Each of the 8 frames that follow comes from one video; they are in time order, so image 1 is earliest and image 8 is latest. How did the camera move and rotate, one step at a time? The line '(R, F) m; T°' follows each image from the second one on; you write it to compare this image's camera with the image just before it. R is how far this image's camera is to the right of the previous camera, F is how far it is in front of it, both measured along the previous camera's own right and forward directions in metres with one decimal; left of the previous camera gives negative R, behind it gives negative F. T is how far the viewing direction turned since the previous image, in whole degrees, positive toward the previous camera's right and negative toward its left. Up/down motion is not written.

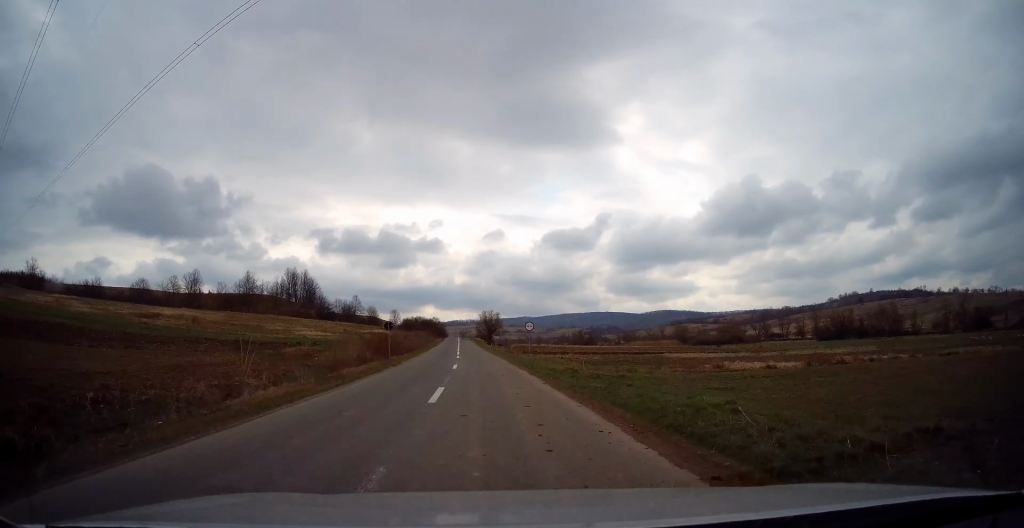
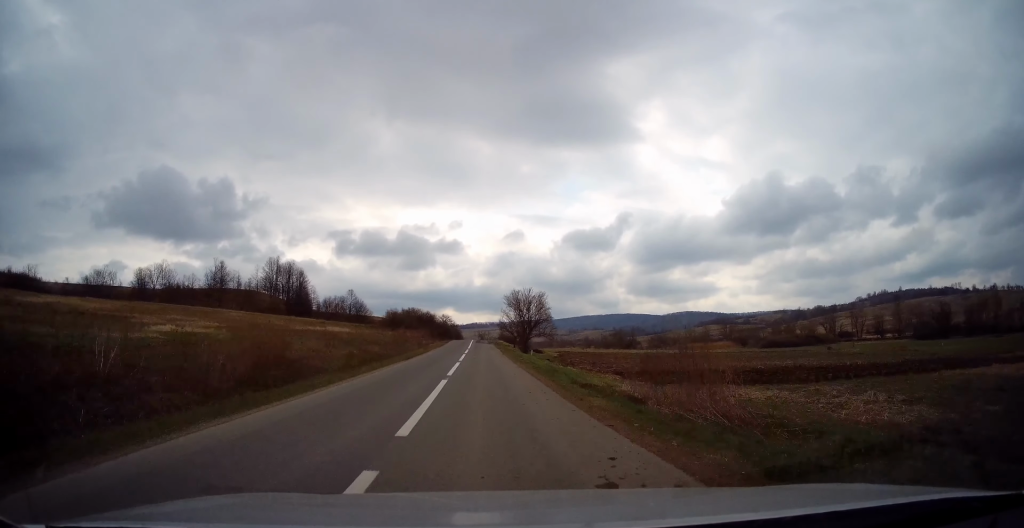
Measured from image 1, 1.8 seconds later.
(-1.8, +44.9) m; -3°
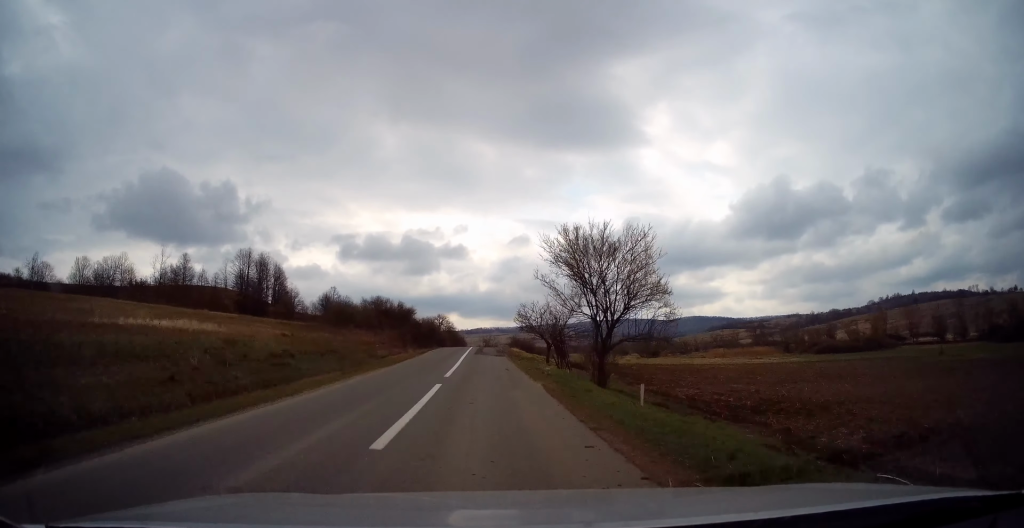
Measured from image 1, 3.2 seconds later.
(+0.1, +31.8) m; -1°
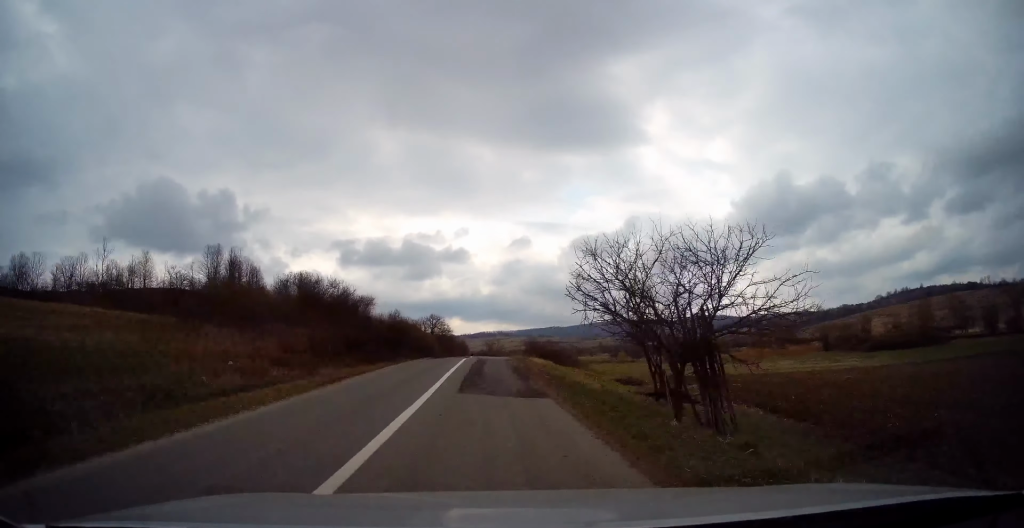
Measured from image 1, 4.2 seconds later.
(-0.3, +23.9) m; 0°
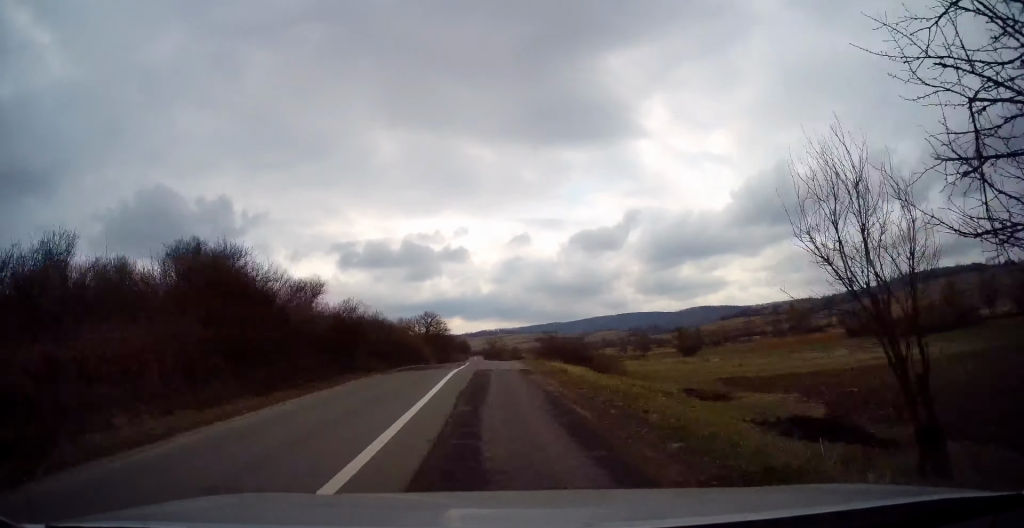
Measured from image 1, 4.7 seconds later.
(-0.1, +12.1) m; 0°
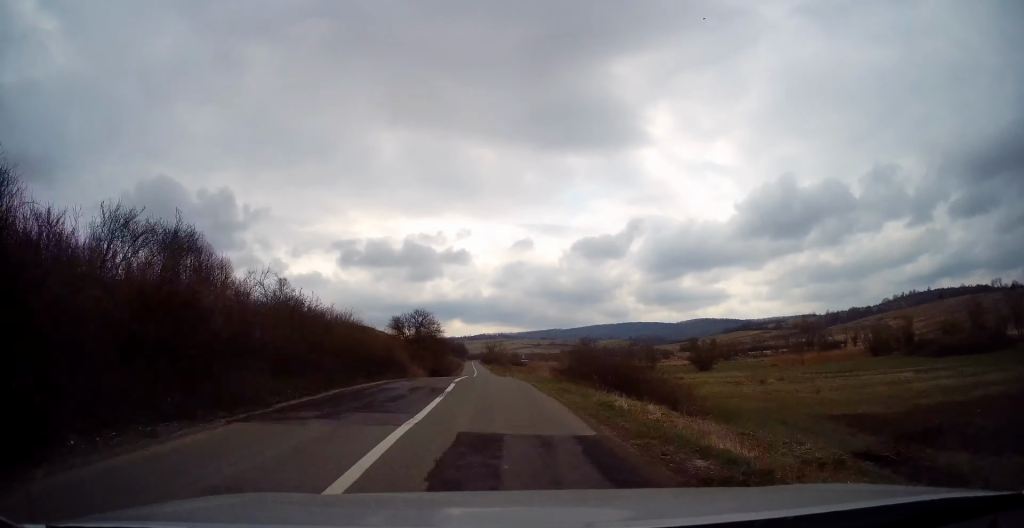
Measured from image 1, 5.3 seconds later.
(+0.3, +12.8) m; 0°
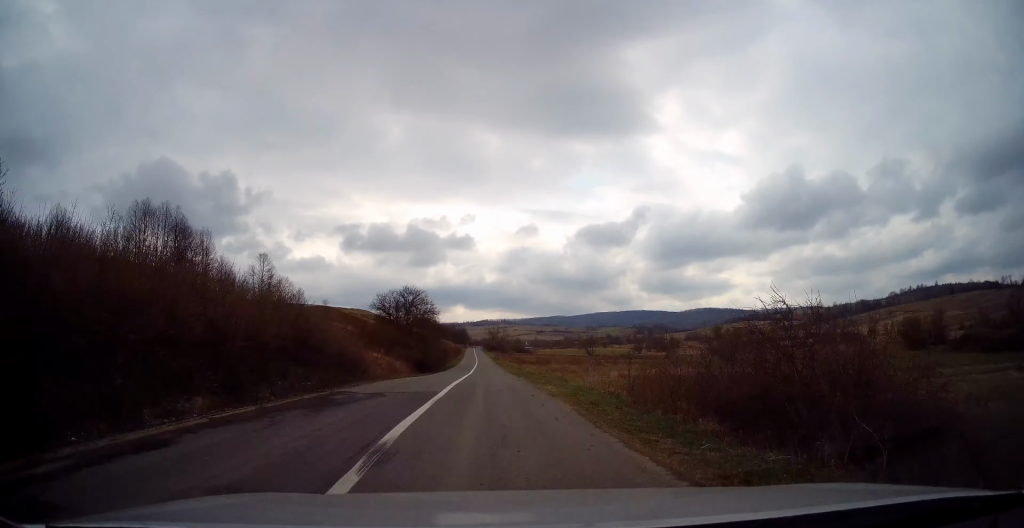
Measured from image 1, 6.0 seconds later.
(0.0, +15.1) m; 0°
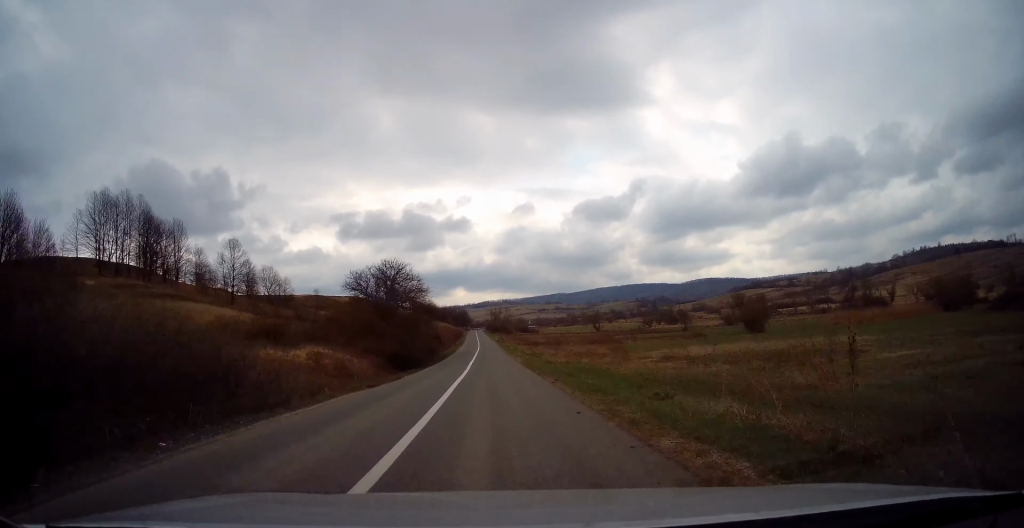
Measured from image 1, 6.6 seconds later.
(-0.3, +14.4) m; 0°
